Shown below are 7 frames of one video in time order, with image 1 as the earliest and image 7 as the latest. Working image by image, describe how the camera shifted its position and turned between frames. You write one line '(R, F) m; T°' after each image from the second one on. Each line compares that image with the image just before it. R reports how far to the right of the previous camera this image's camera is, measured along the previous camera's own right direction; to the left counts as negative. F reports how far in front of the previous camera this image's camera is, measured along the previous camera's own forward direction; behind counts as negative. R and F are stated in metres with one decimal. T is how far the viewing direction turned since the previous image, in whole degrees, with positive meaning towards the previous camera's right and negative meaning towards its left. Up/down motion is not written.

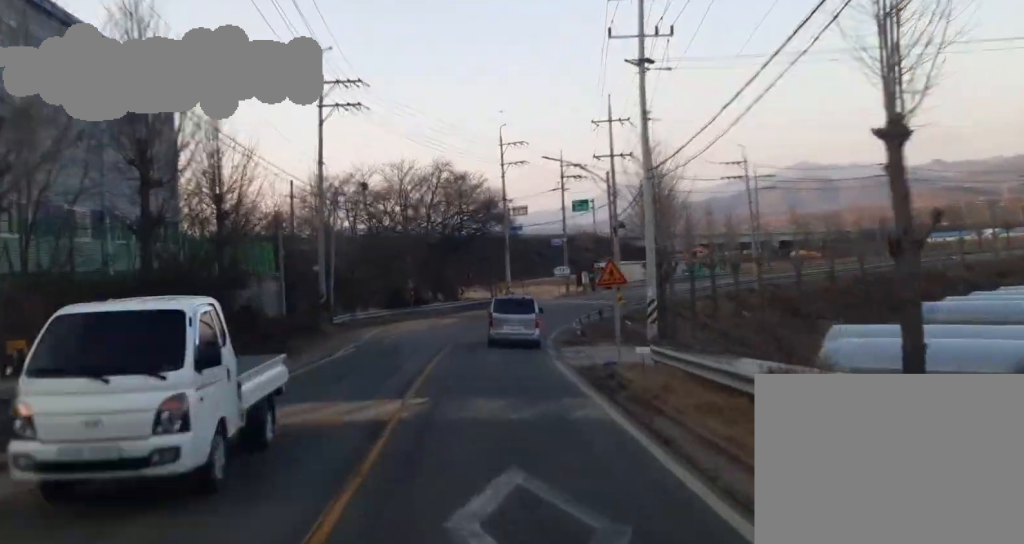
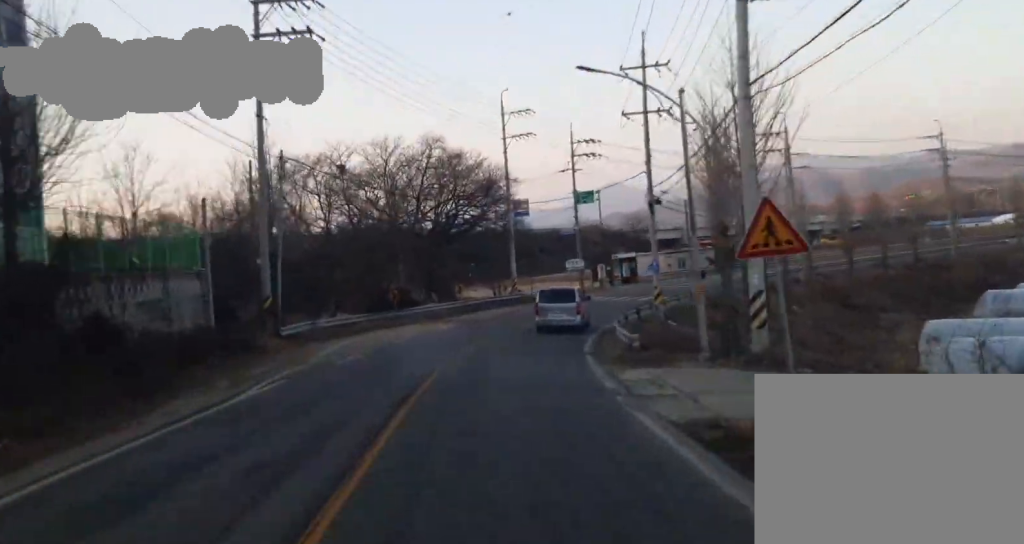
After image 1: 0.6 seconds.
(+0.4, +13.6) m; +2°
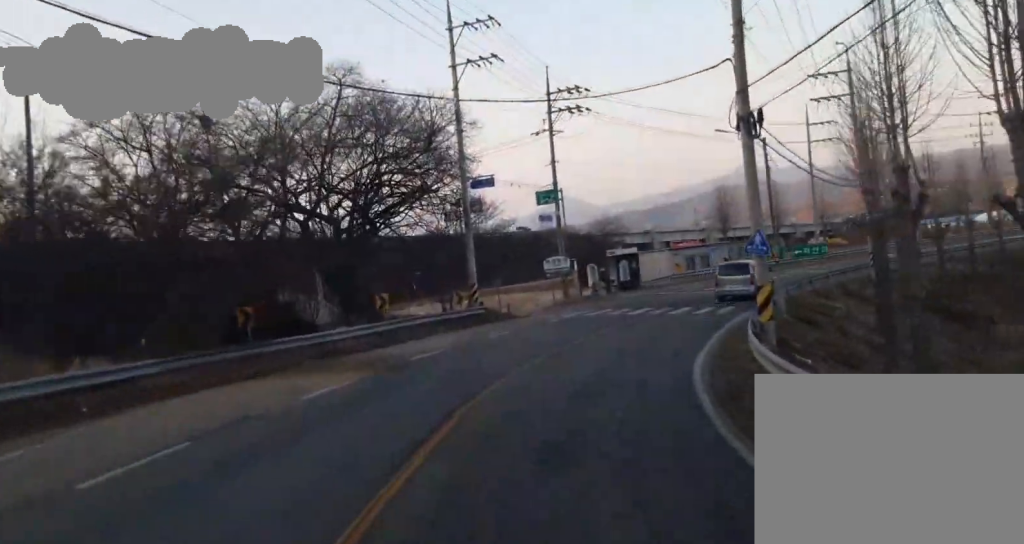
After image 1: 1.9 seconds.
(+0.9, +26.3) m; +2°
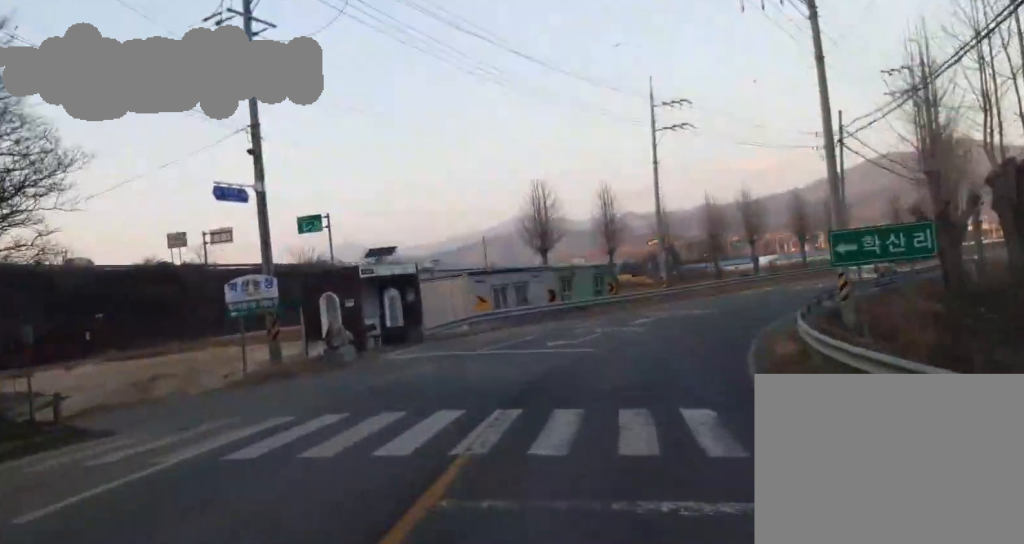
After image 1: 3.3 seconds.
(0.0, +31.5) m; 0°
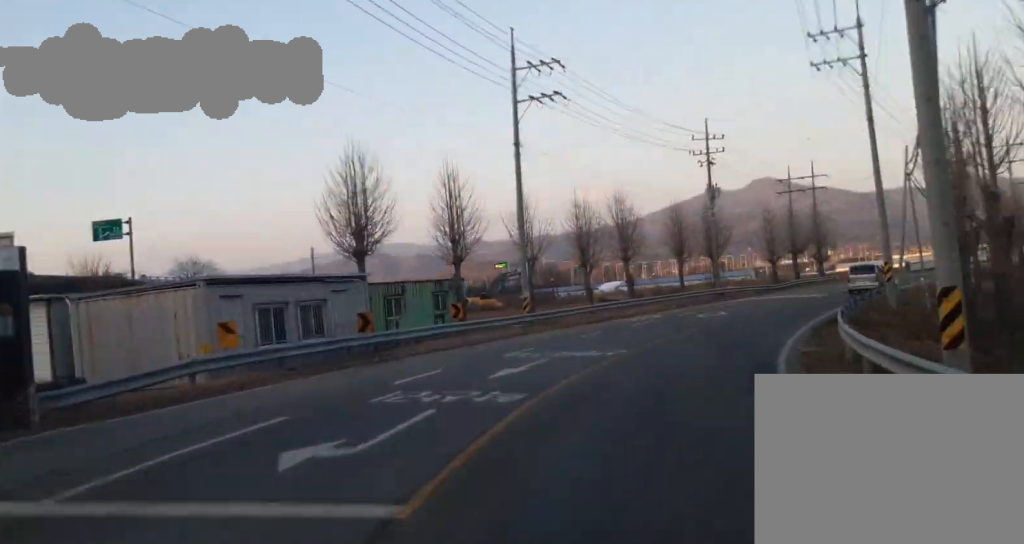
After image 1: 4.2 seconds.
(0.0, +18.3) m; +1°
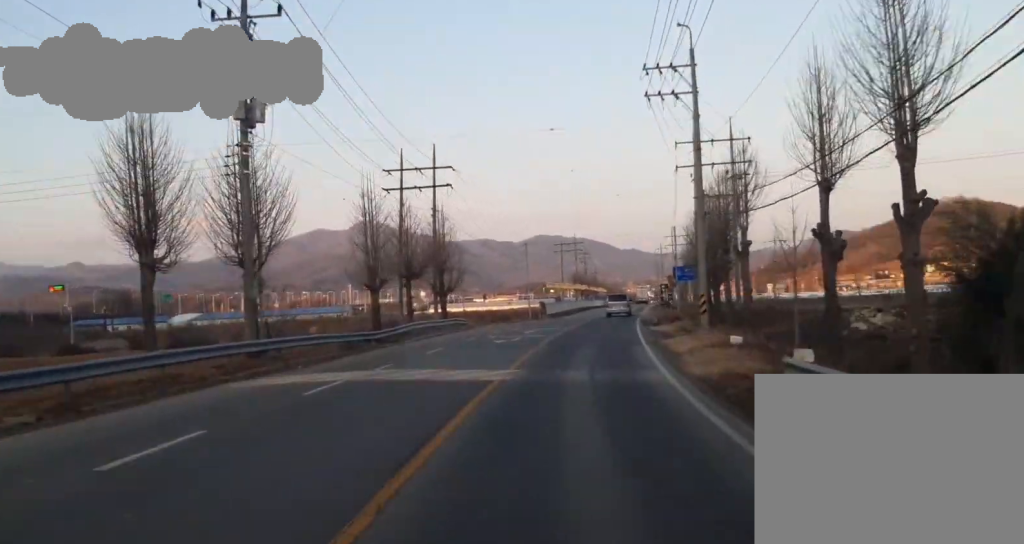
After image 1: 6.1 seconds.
(+12.9, +41.0) m; +34°
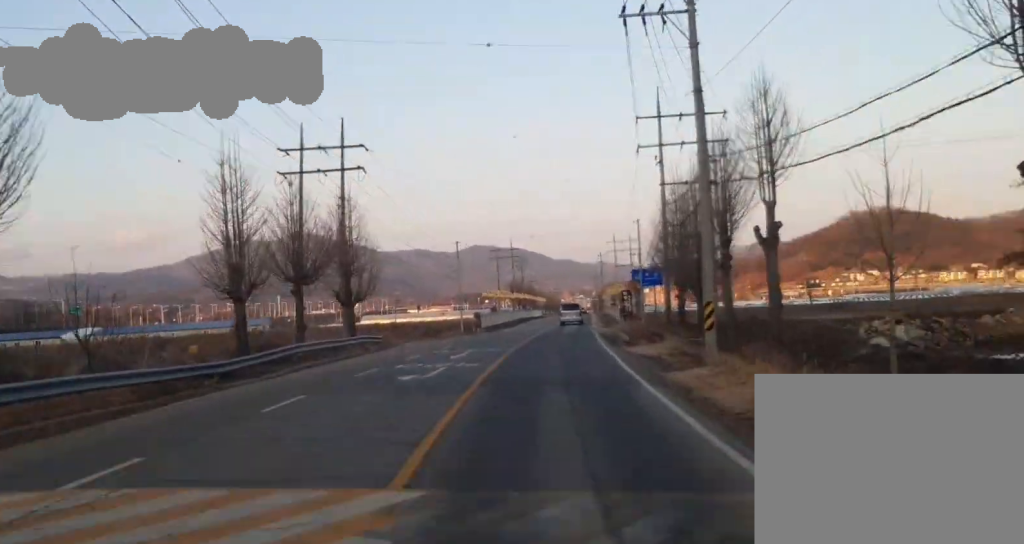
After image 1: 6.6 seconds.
(+0.4, +13.3) m; +2°
